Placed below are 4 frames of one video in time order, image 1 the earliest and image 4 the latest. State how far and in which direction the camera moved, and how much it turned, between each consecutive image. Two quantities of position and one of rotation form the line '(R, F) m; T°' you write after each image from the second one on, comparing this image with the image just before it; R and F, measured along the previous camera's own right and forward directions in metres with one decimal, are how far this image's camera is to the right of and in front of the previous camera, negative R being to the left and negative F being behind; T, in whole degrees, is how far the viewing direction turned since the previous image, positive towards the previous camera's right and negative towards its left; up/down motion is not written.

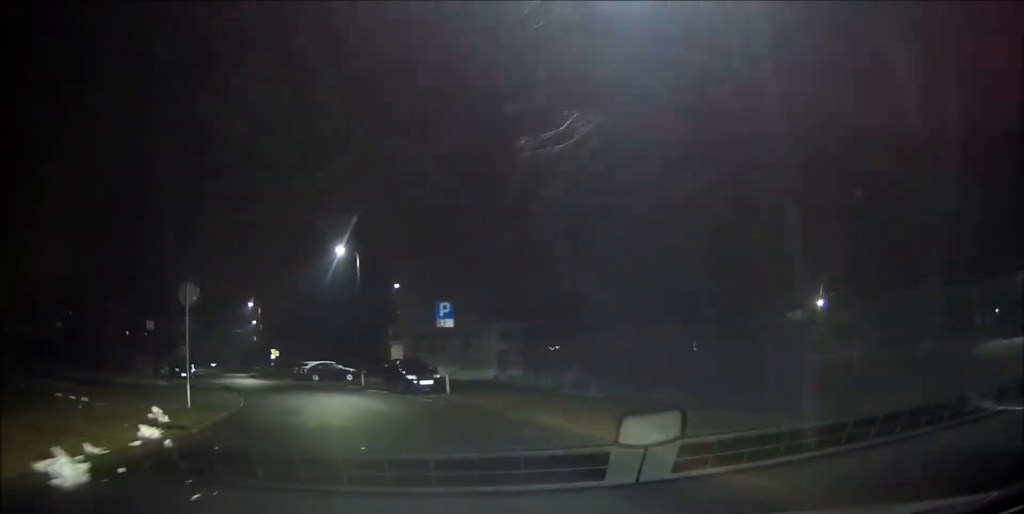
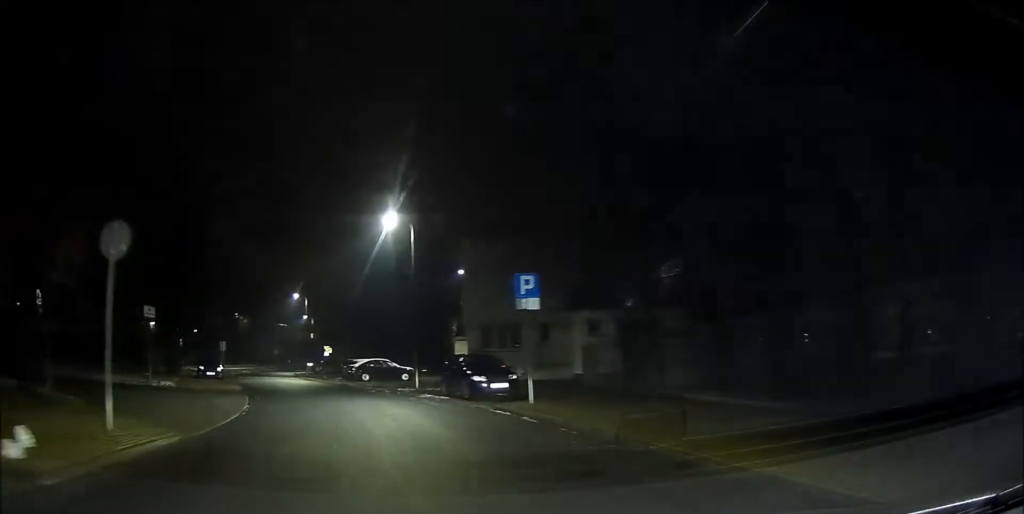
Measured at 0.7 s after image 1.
(-0.3, +7.0) m; -2°
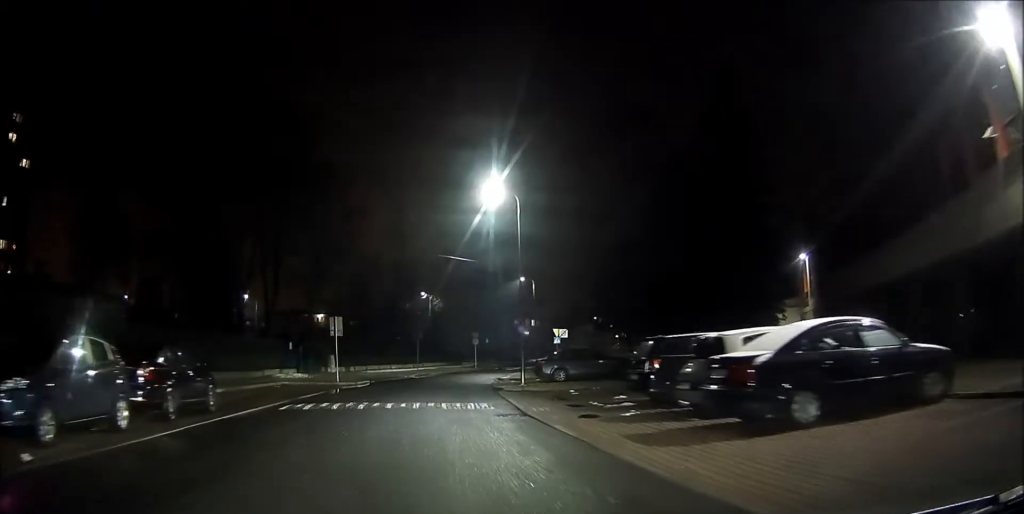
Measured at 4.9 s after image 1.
(-4.1, +39.0) m; -17°
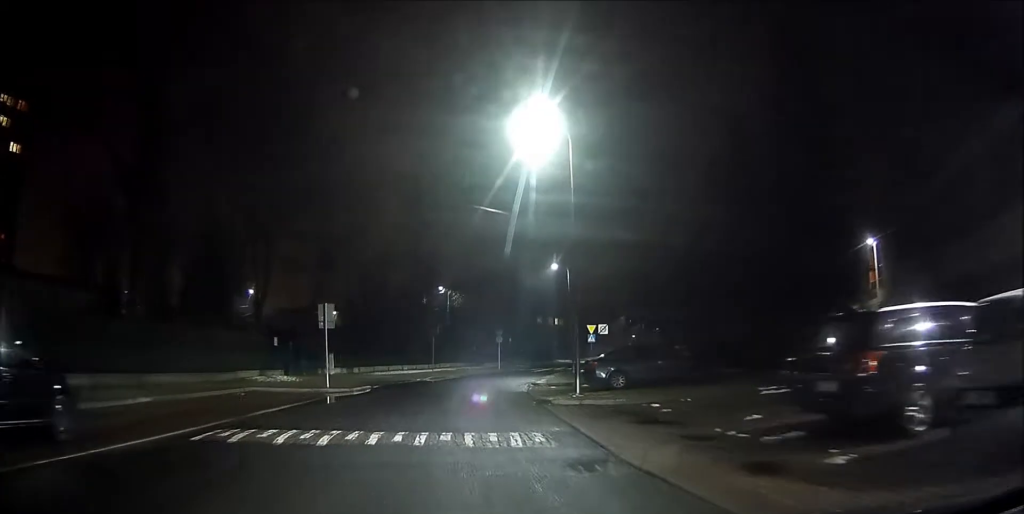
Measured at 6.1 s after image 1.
(-0.1, +9.2) m; +3°
